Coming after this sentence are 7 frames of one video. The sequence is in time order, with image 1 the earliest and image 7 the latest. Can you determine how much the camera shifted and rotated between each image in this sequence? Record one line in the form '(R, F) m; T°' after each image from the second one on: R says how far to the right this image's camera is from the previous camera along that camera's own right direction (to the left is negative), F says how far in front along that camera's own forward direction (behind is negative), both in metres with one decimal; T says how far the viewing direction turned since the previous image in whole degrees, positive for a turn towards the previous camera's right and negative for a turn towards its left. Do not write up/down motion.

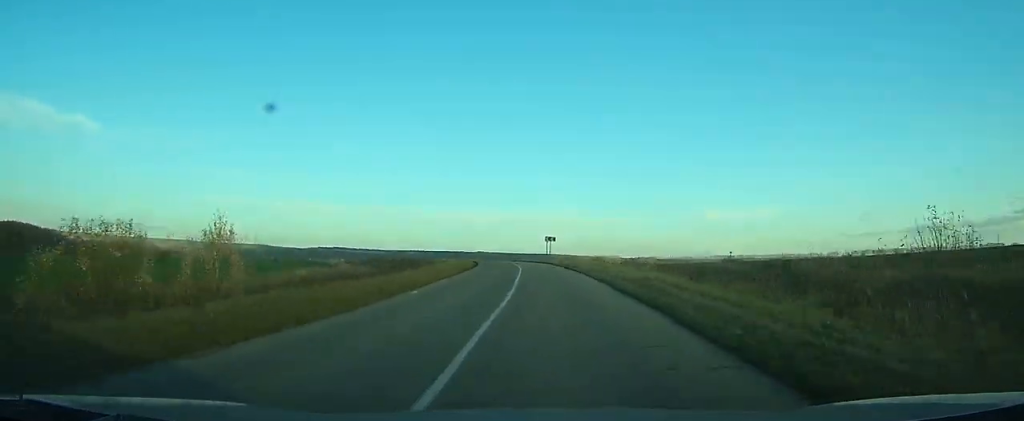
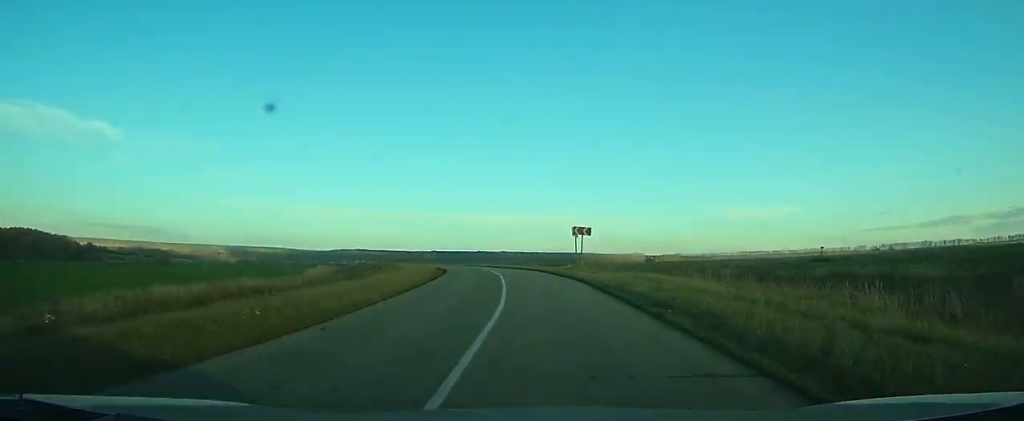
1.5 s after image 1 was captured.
(-0.1, +29.0) m; -3°
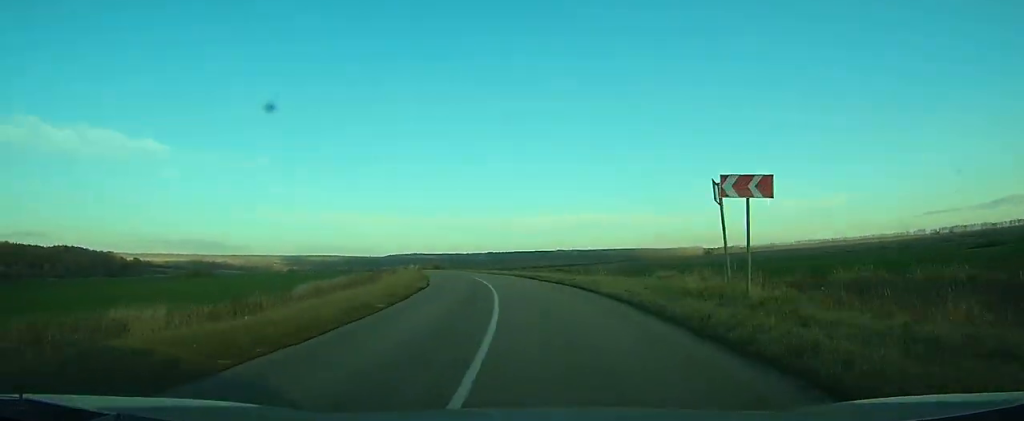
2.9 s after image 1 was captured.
(-0.8, +23.4) m; -5°
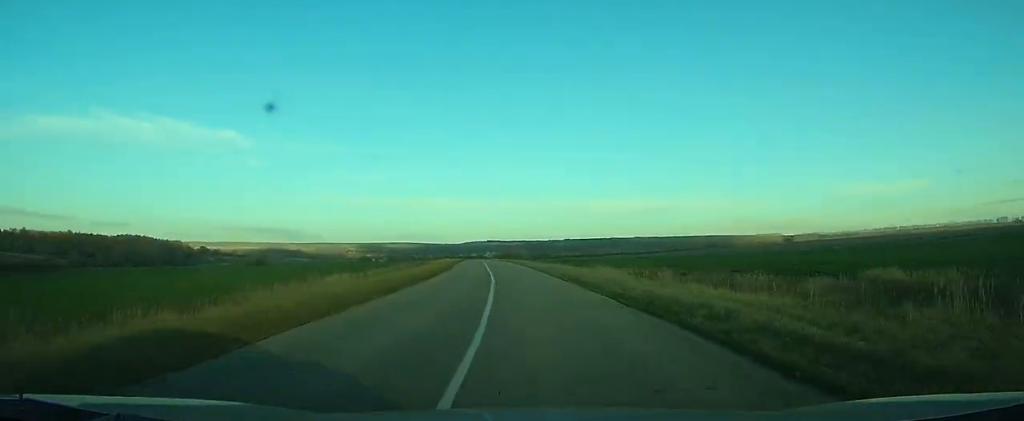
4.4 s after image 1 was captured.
(-1.7, +26.6) m; -5°
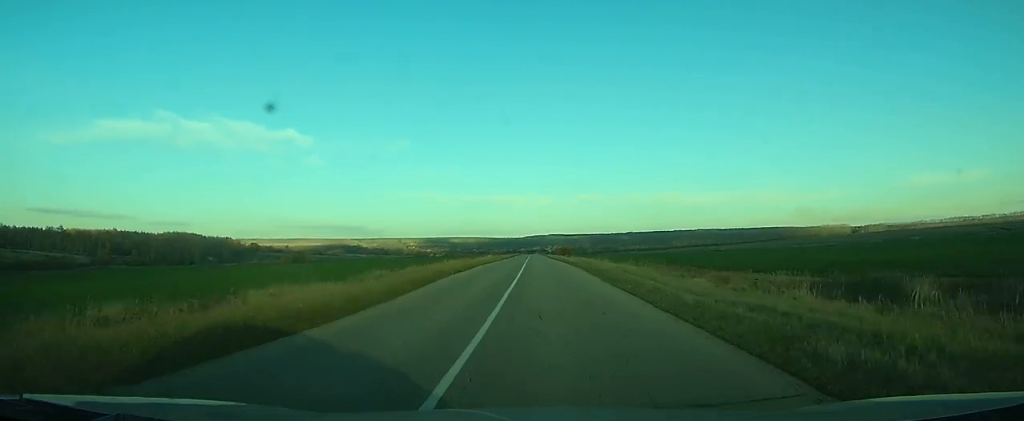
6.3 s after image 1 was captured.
(-1.9, +34.7) m; -5°
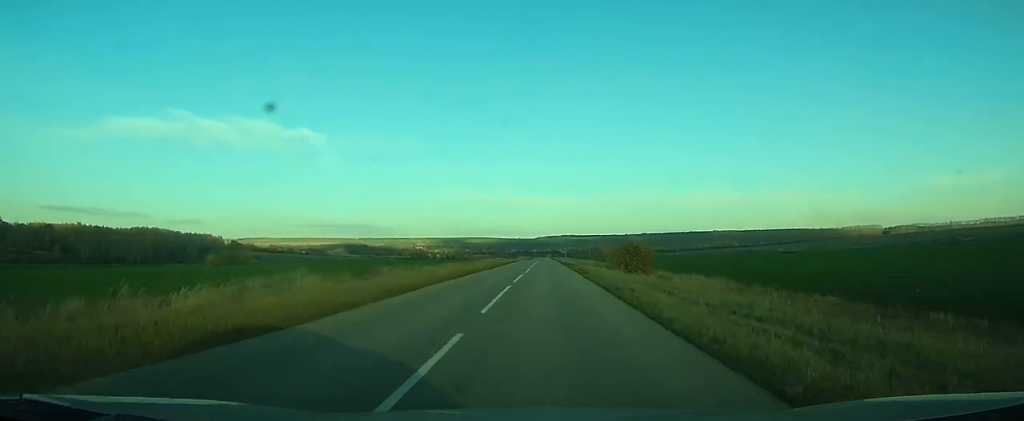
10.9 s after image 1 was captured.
(-4.7, +93.7) m; -4°
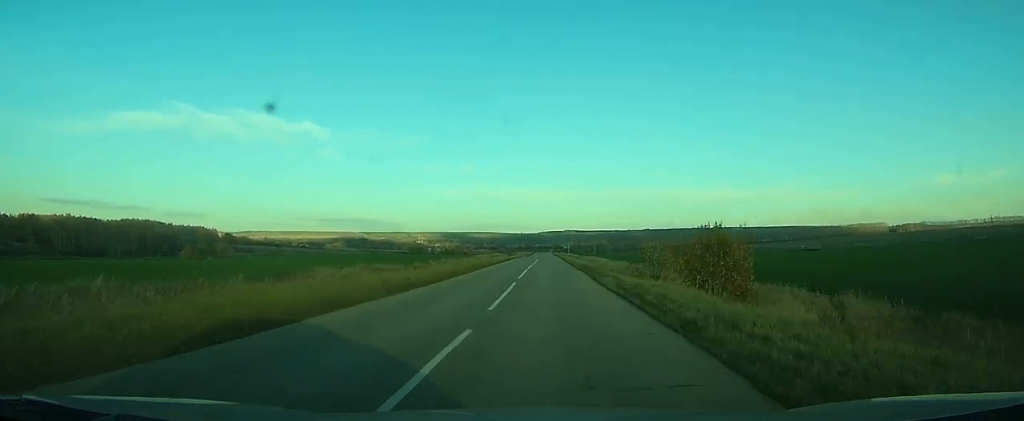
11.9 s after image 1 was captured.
(0.0, +22.3) m; 0°
